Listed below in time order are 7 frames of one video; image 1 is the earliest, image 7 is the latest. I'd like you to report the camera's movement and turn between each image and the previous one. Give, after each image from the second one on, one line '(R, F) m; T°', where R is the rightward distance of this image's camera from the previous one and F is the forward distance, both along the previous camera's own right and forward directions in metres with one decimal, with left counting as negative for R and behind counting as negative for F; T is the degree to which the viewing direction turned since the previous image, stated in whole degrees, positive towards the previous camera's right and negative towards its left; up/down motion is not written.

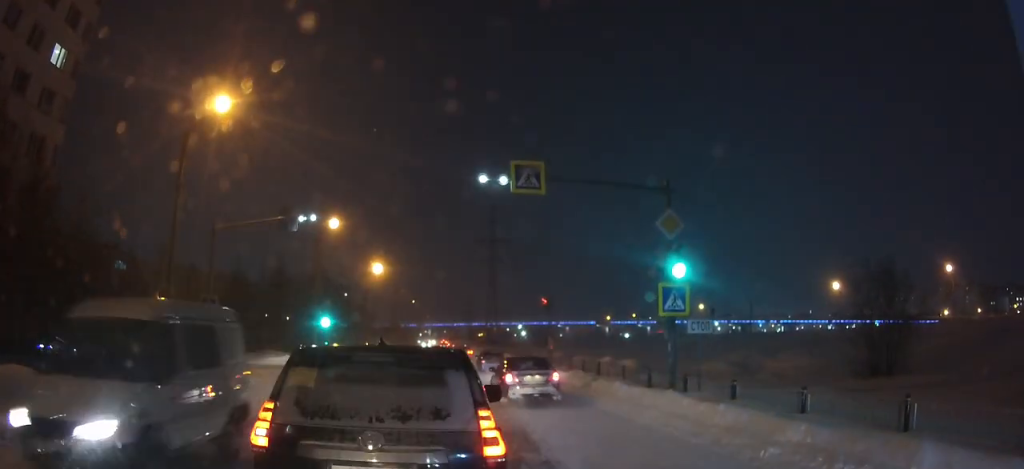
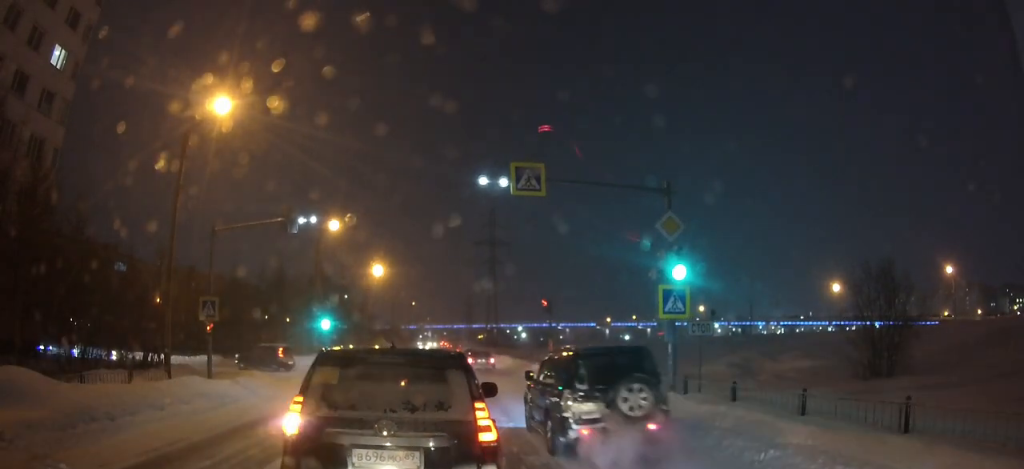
(-0.3, +0.1) m; 0°
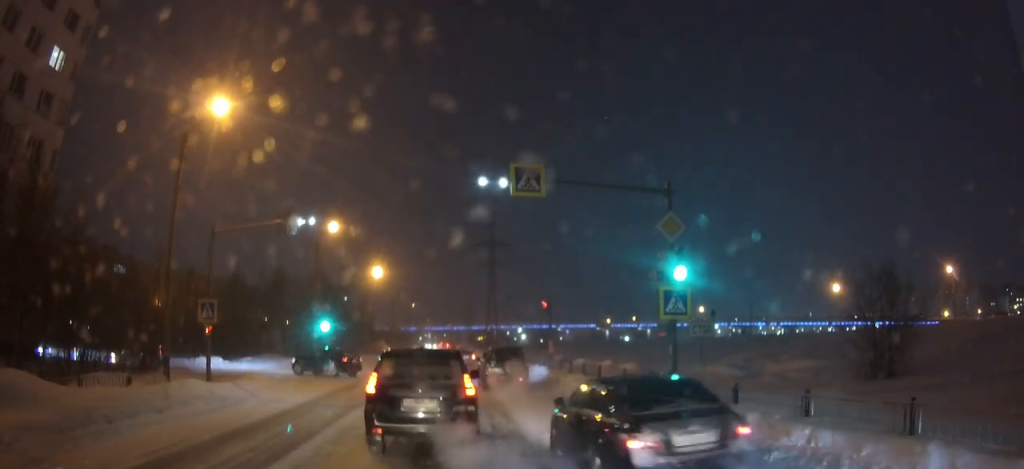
(-0.4, +1.4) m; -2°
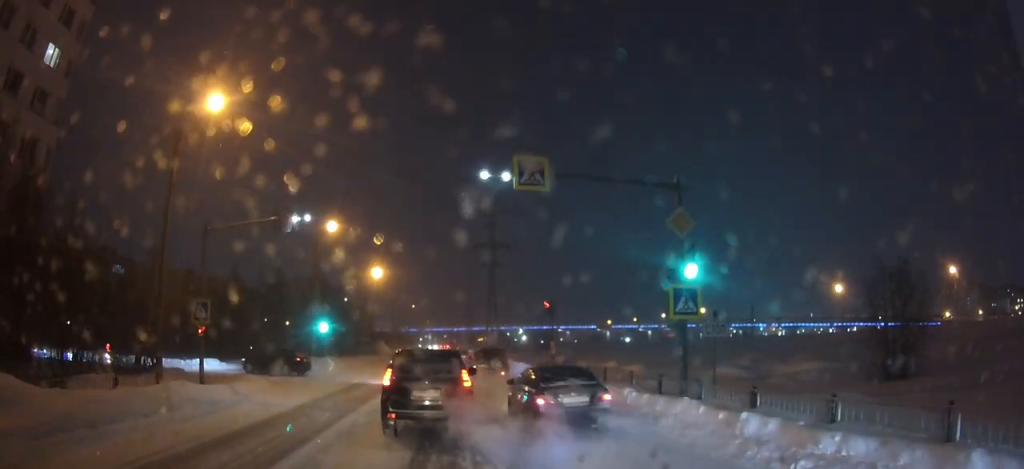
(-0.1, +1.3) m; -3°
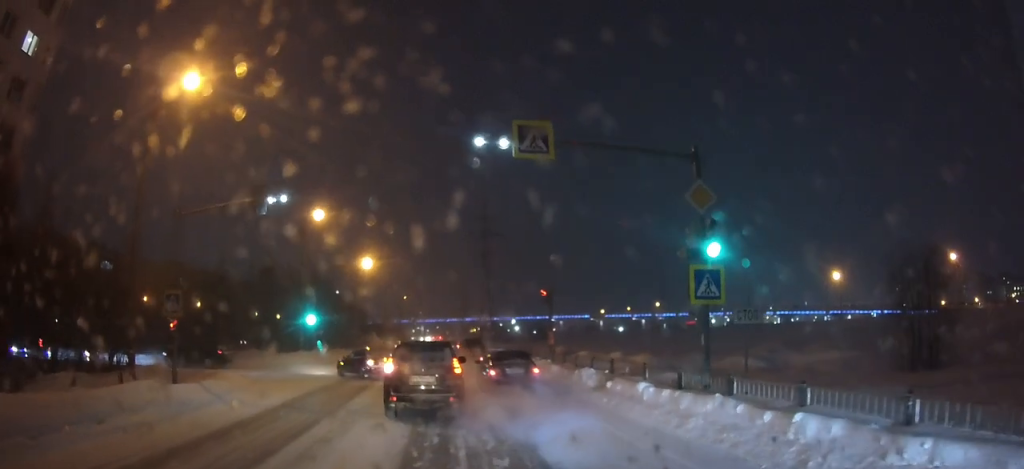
(0.0, +2.2) m; +1°
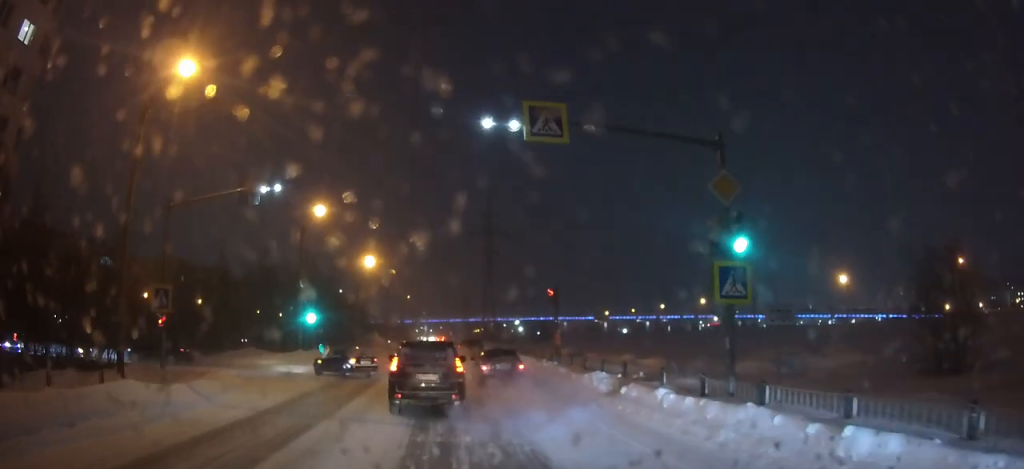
(0.0, +1.4) m; 0°
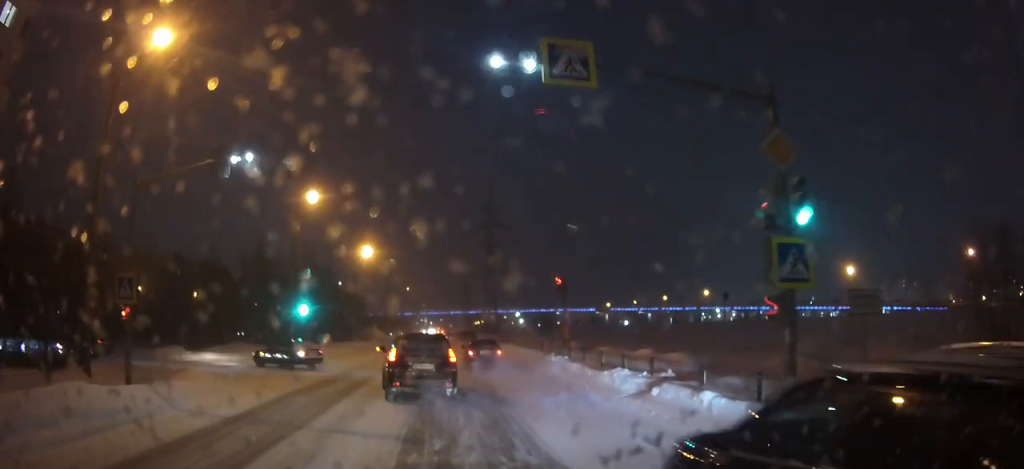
(0.0, +2.8) m; 0°
